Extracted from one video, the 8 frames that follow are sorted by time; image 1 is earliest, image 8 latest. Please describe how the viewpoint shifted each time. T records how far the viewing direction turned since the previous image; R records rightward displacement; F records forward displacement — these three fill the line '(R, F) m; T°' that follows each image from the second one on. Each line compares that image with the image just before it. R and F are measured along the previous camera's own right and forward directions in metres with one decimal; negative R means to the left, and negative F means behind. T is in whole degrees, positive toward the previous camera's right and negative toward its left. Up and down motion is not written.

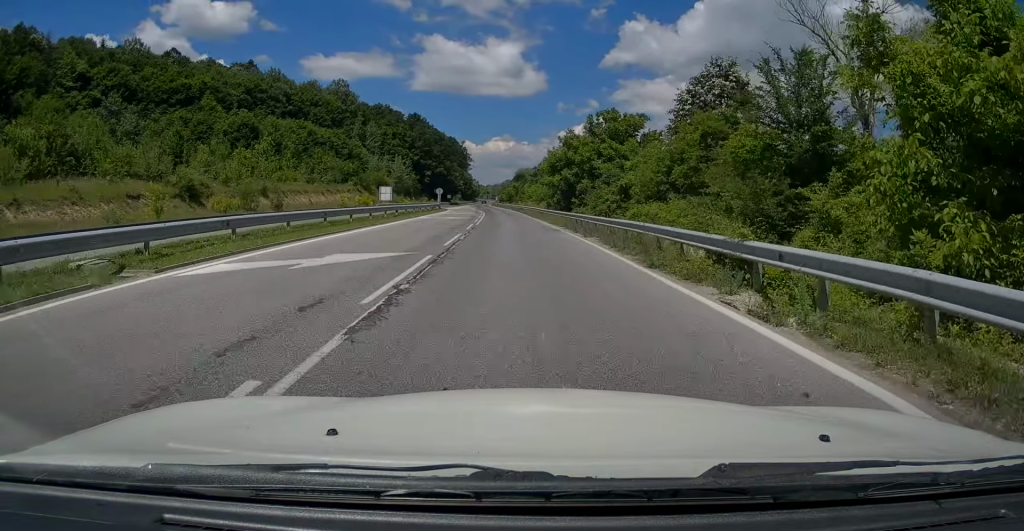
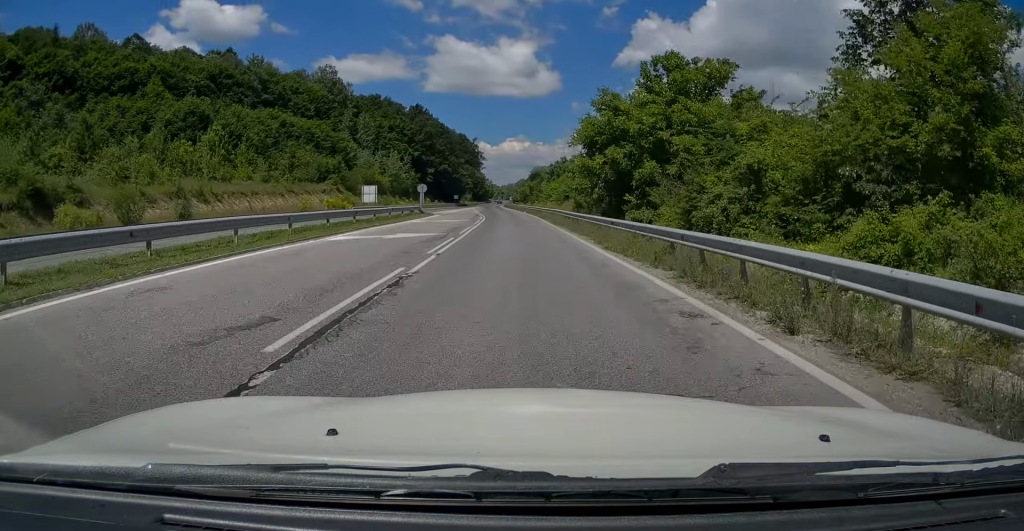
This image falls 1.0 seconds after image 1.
(+0.1, +19.9) m; -2°
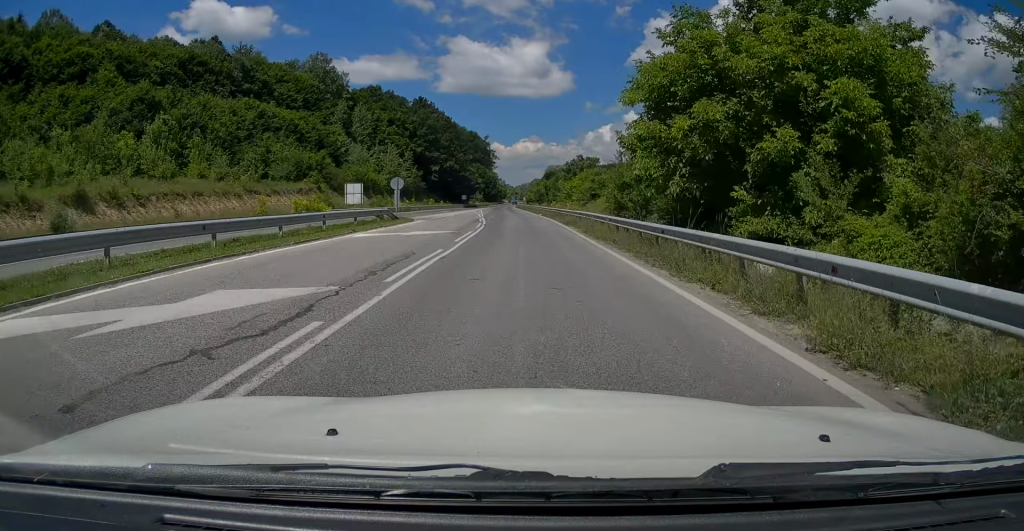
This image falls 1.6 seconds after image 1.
(-0.4, +13.8) m; -2°
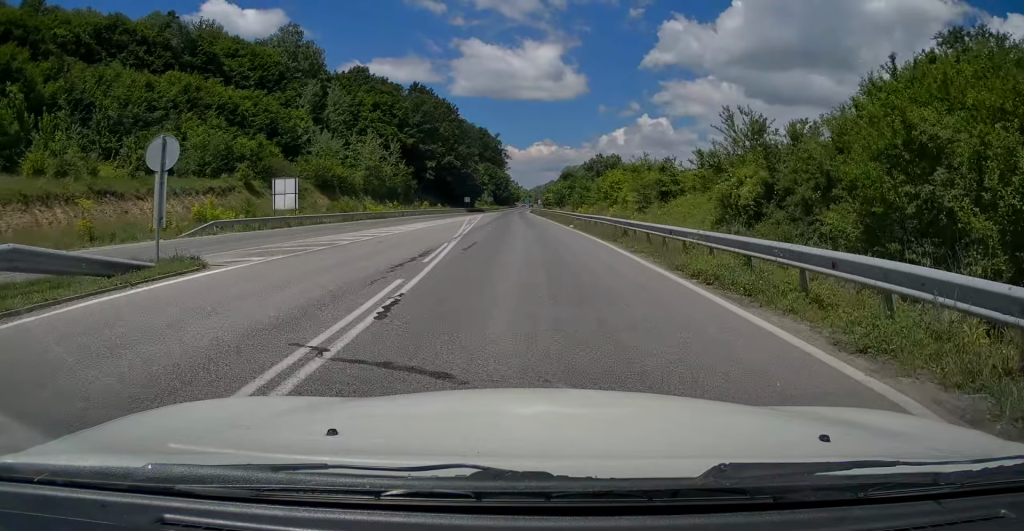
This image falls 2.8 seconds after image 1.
(-0.2, +23.4) m; -1°
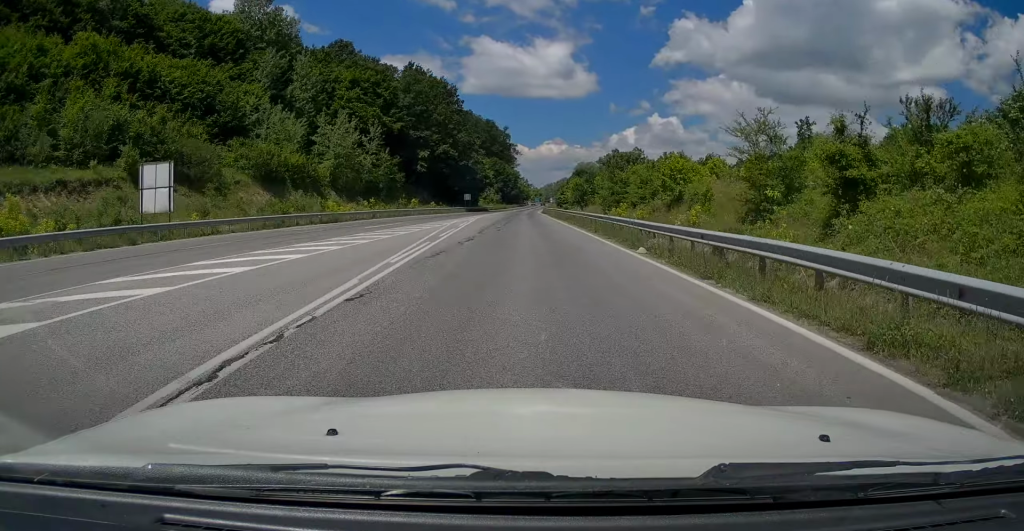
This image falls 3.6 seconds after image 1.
(0.0, +17.9) m; 0°
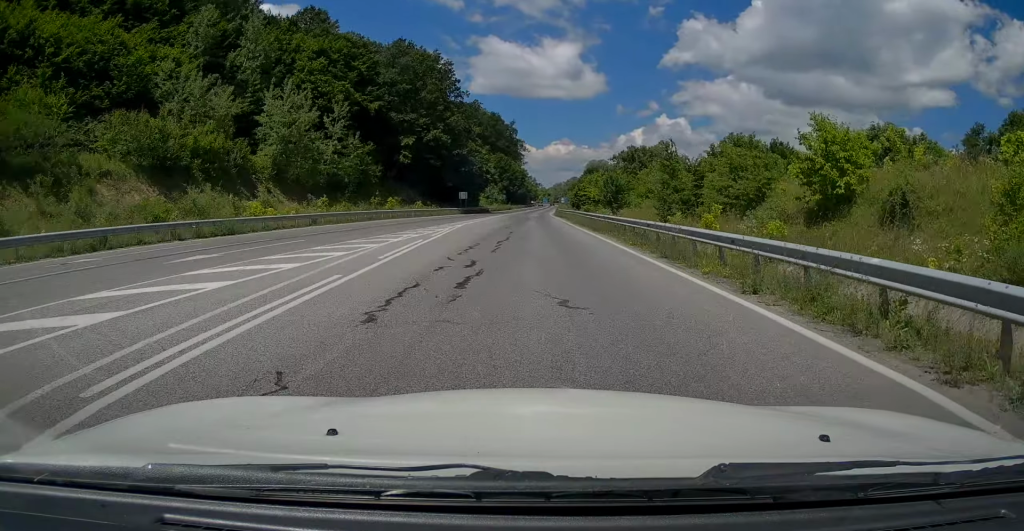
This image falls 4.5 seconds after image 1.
(0.0, +17.3) m; -1°
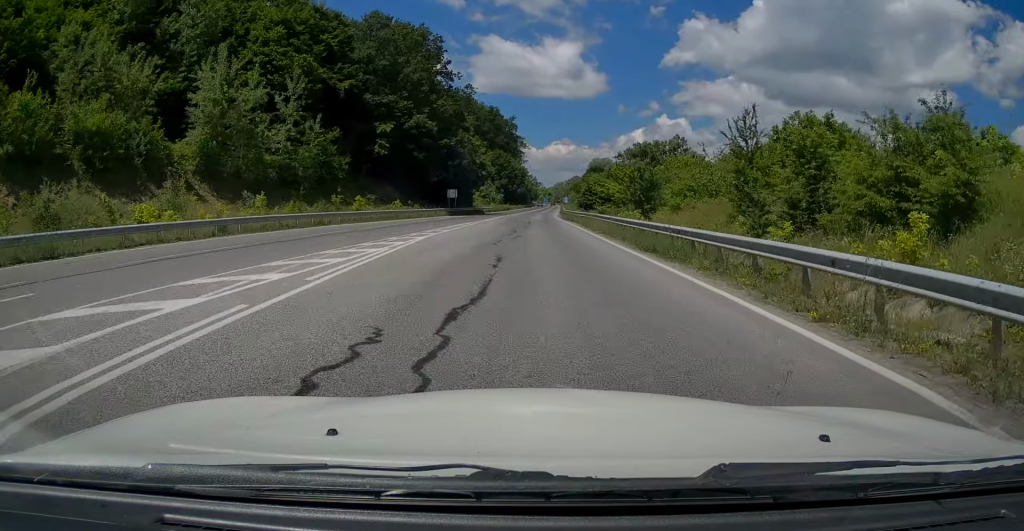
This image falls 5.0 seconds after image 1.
(-0.1, +11.7) m; 0°
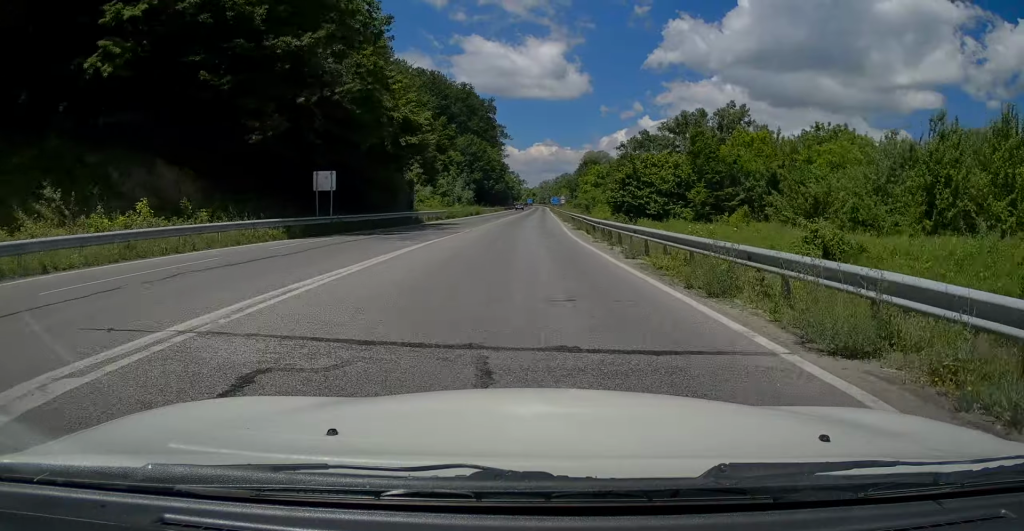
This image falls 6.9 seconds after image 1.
(+0.1, +38.7) m; +1°
